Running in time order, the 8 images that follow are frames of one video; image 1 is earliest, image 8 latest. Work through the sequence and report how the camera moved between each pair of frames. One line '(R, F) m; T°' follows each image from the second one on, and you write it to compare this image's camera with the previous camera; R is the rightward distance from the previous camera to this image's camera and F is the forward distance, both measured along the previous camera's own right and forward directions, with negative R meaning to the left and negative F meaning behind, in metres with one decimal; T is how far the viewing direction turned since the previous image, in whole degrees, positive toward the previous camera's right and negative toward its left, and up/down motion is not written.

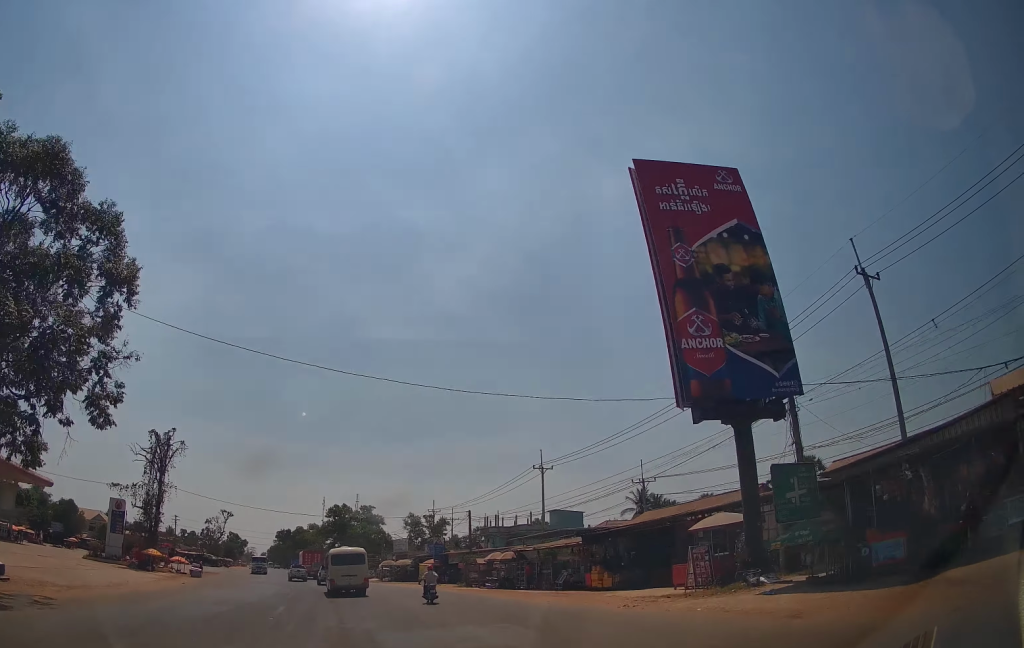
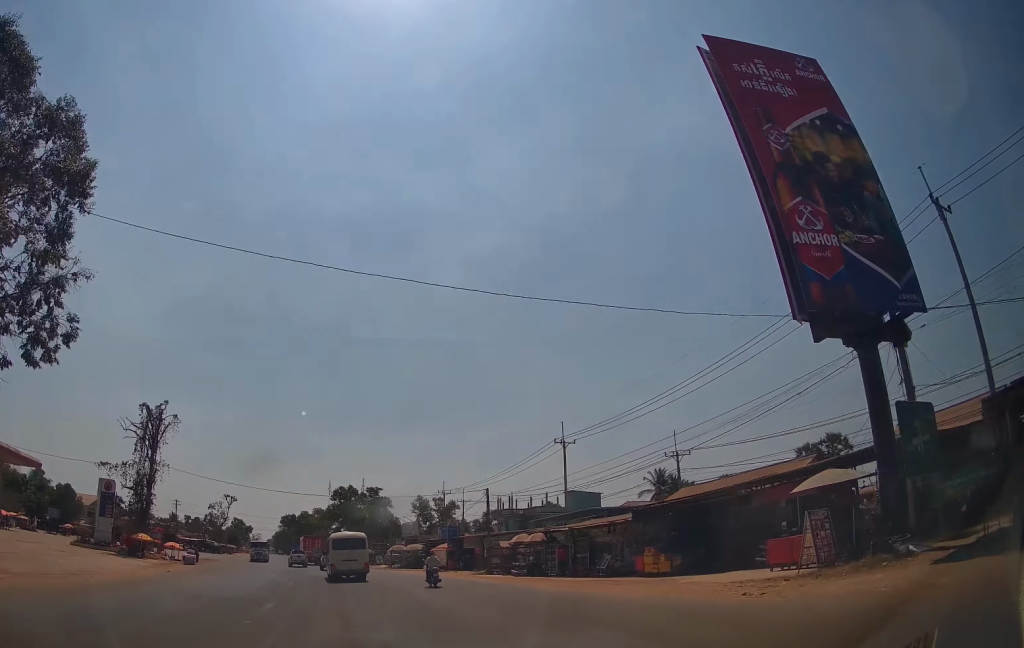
(0.0, +5.1) m; -1°
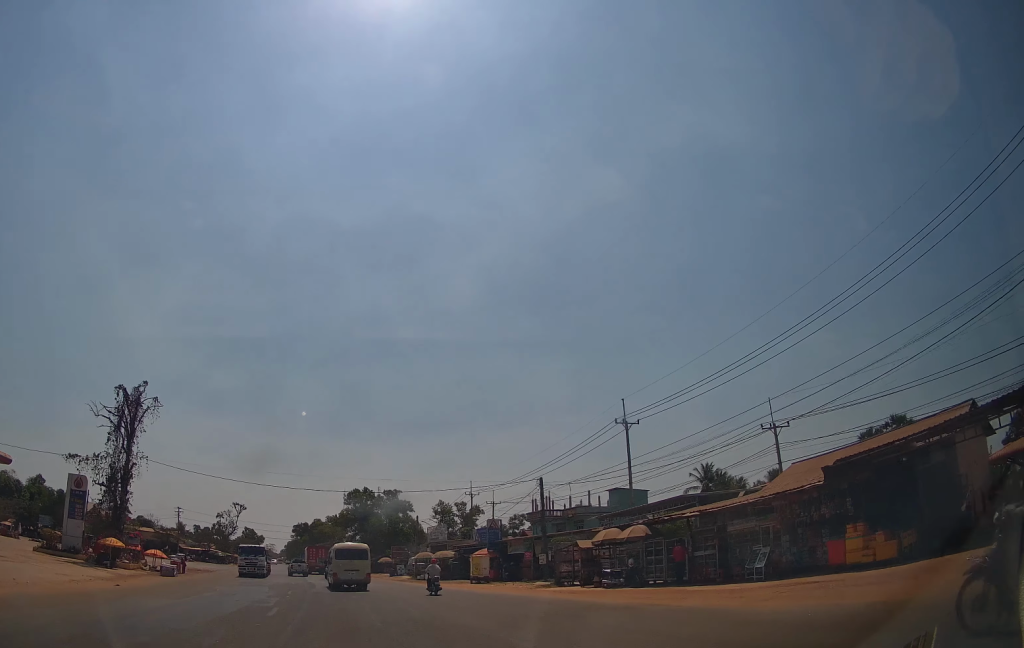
(-0.2, +10.3) m; -2°
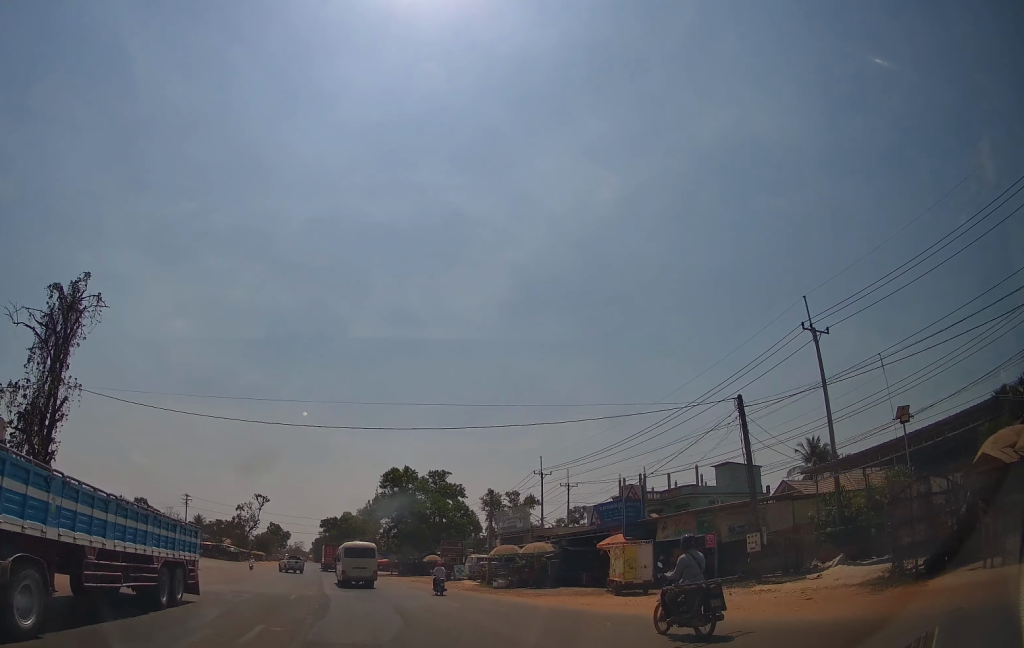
(-0.4, +16.6) m; -3°
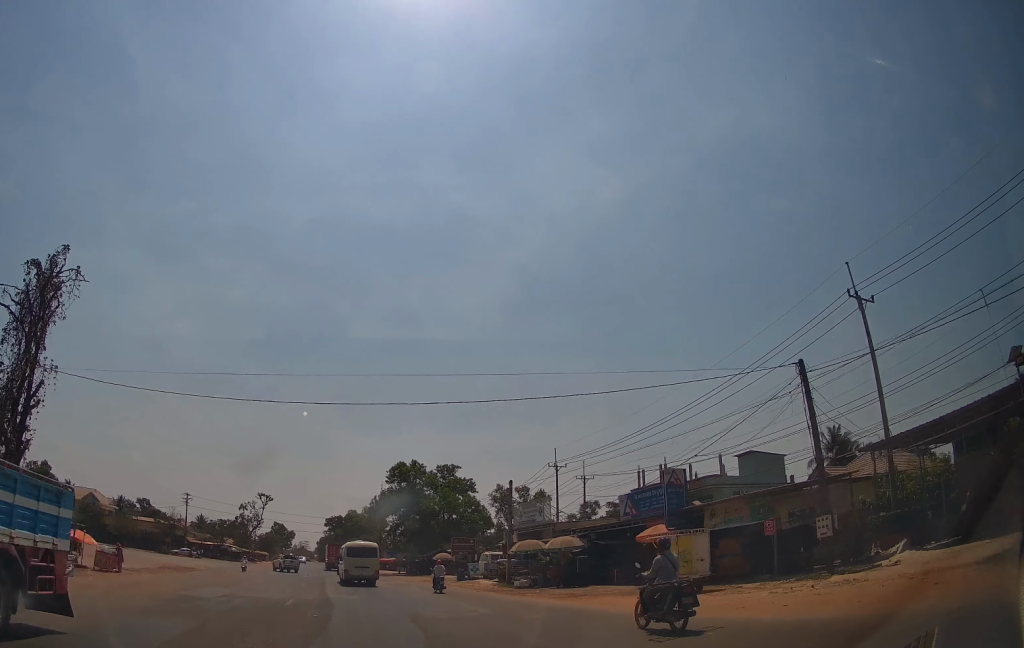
(0.0, +2.7) m; -1°
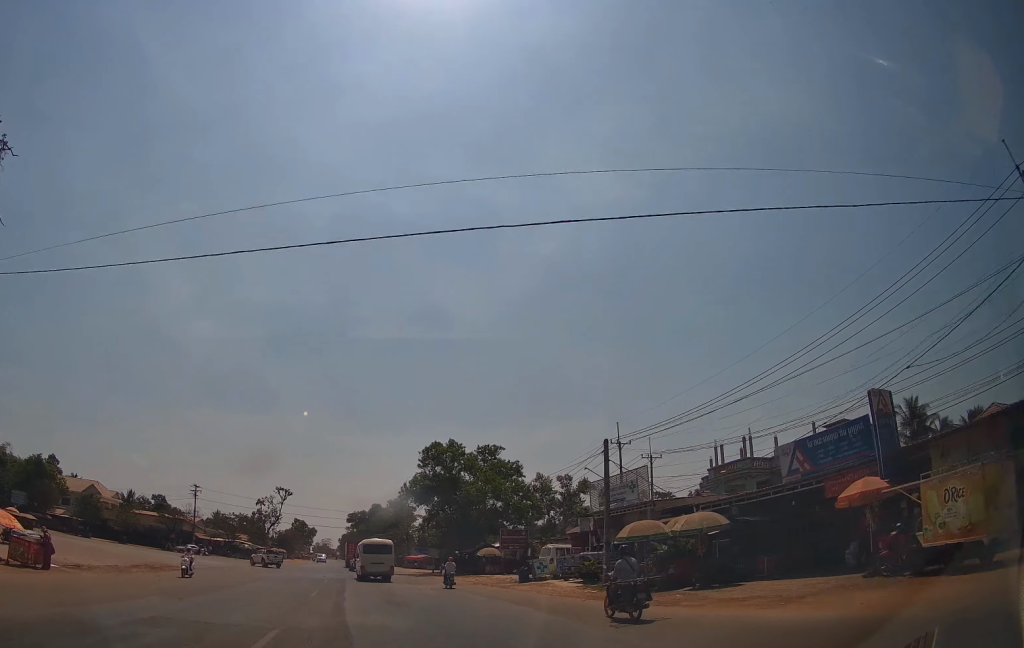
(-0.1, +8.8) m; -1°
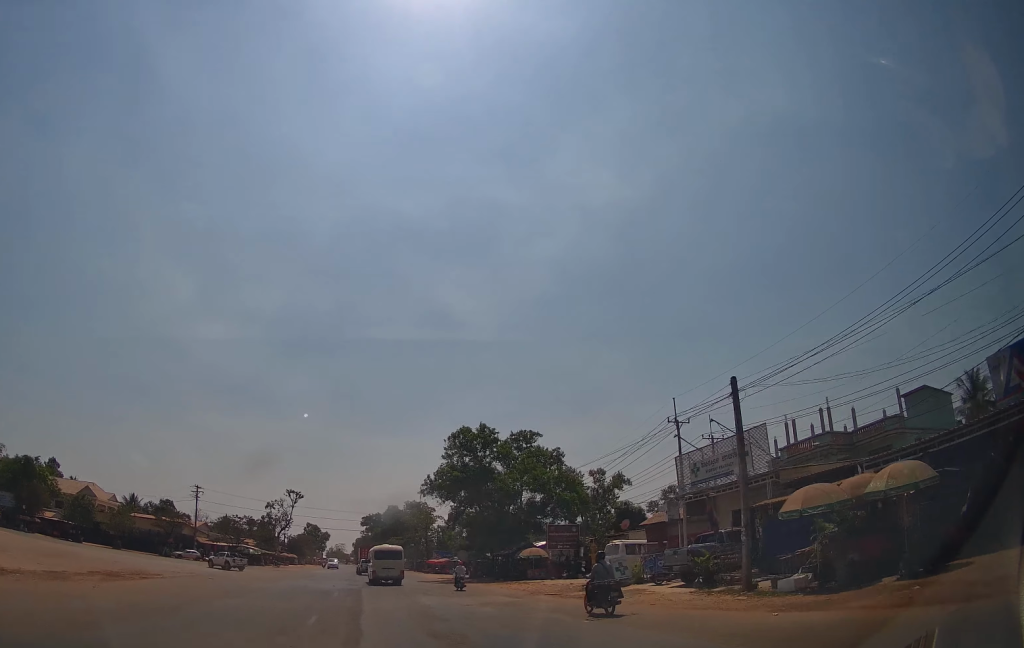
(0.0, +7.3) m; 0°
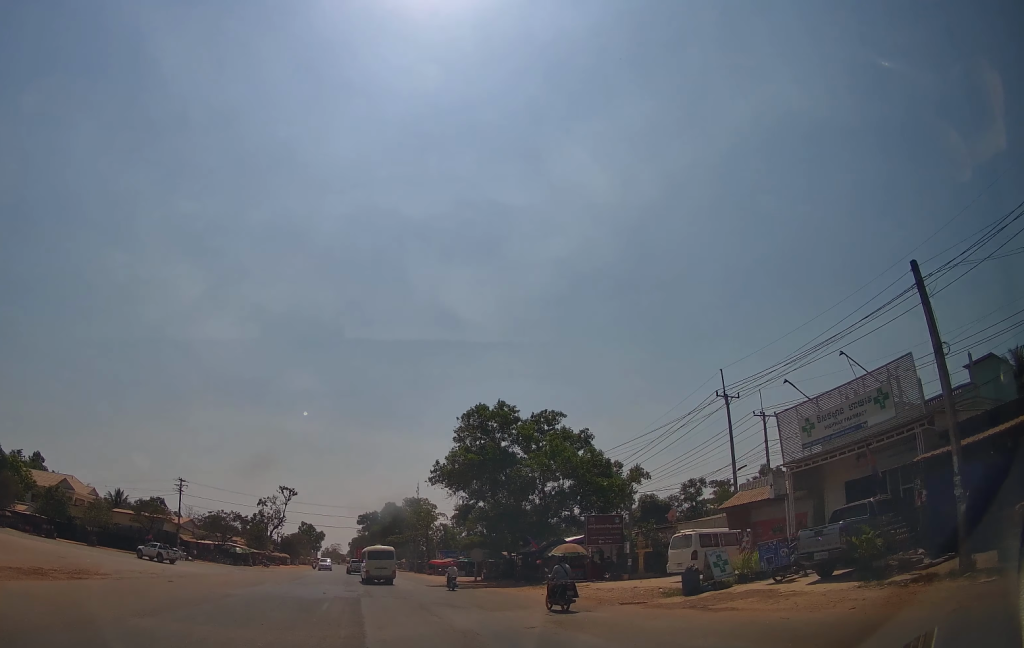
(-0.1, +7.2) m; -1°
